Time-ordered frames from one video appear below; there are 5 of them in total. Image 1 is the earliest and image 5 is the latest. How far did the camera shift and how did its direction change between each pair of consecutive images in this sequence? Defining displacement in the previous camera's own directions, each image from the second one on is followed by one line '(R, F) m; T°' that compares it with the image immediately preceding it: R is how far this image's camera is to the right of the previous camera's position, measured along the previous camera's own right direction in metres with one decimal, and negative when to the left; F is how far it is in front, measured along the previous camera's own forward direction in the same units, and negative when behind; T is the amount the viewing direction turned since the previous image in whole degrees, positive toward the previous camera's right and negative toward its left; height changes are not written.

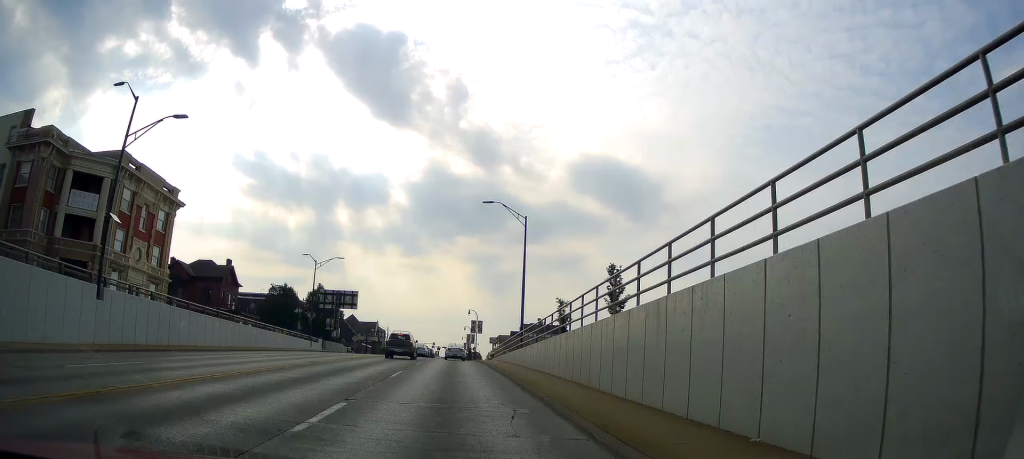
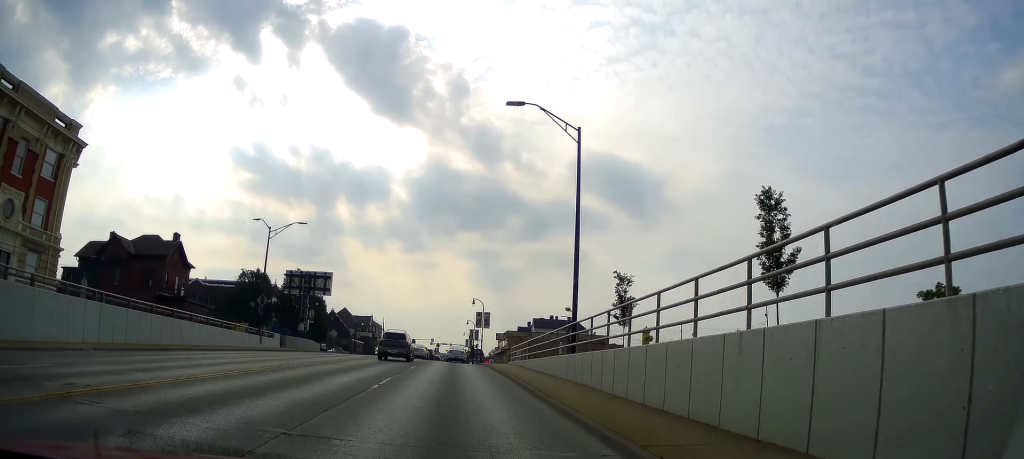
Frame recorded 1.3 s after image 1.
(+0.1, +16.4) m; +1°
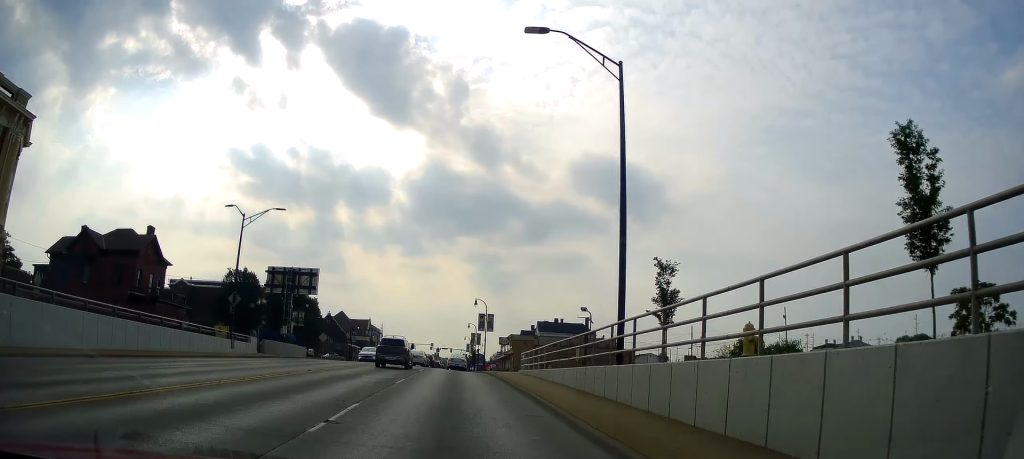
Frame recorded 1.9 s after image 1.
(+0.1, +6.2) m; 0°
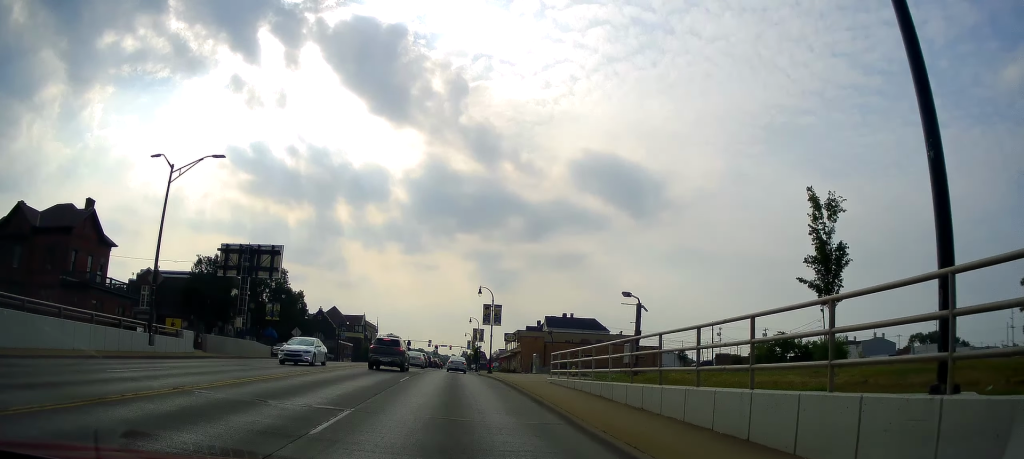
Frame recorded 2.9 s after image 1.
(-0.1, +11.1) m; +2°
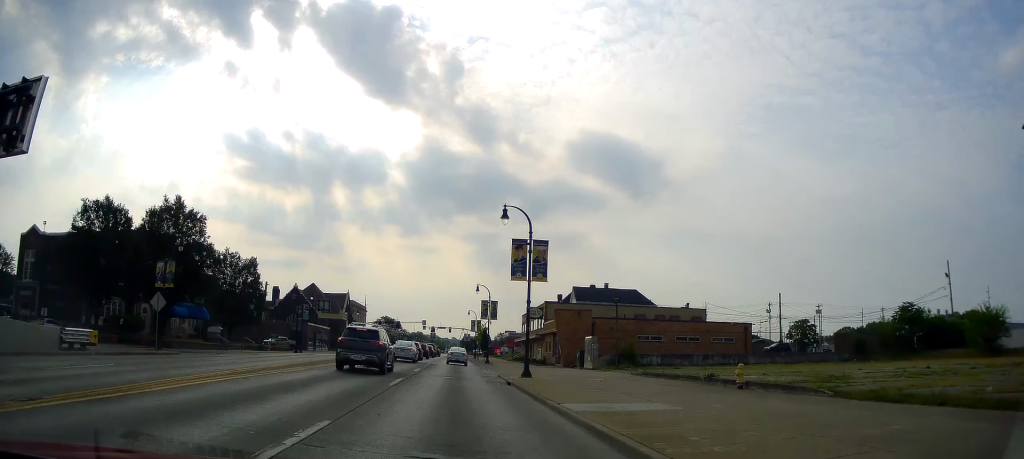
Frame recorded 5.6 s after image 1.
(-0.8, +27.5) m; -6°
